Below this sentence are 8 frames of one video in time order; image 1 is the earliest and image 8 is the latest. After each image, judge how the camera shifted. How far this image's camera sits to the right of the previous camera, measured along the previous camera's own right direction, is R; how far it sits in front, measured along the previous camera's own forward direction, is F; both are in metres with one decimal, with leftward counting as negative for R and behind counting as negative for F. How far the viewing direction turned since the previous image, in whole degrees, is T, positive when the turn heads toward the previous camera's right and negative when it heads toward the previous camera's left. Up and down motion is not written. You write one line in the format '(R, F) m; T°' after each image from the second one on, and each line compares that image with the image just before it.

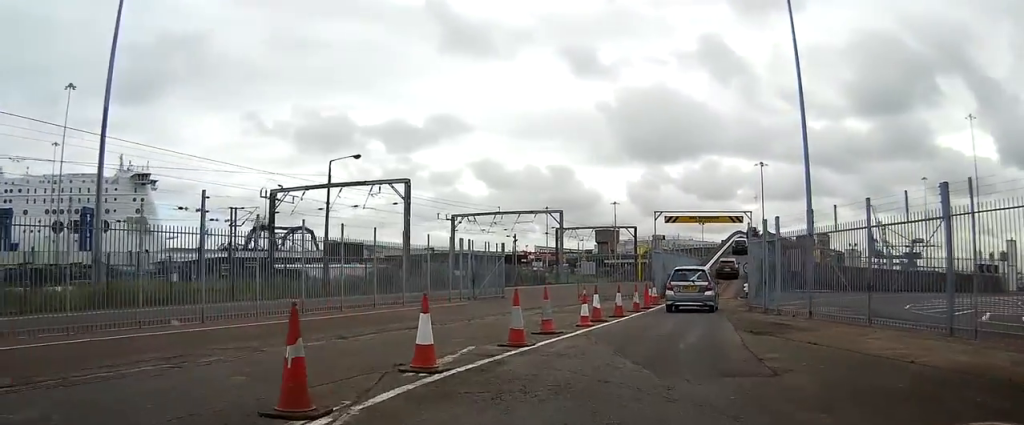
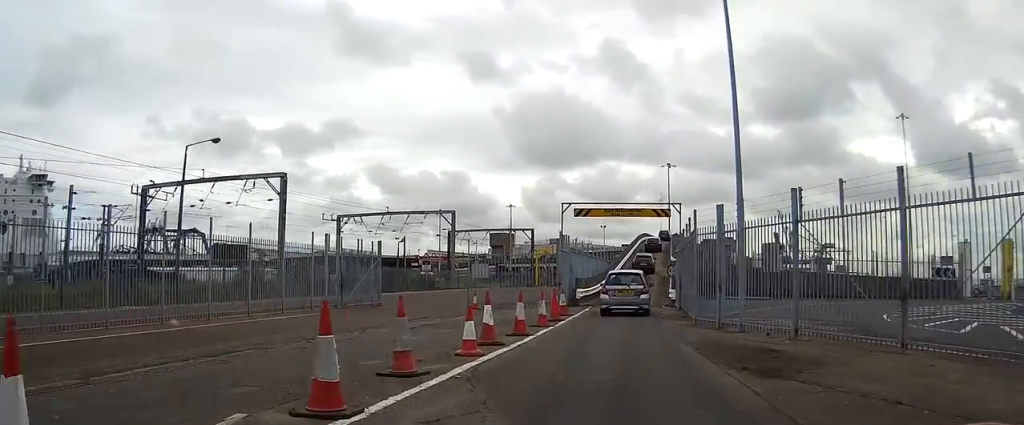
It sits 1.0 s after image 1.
(+0.1, +6.7) m; +3°
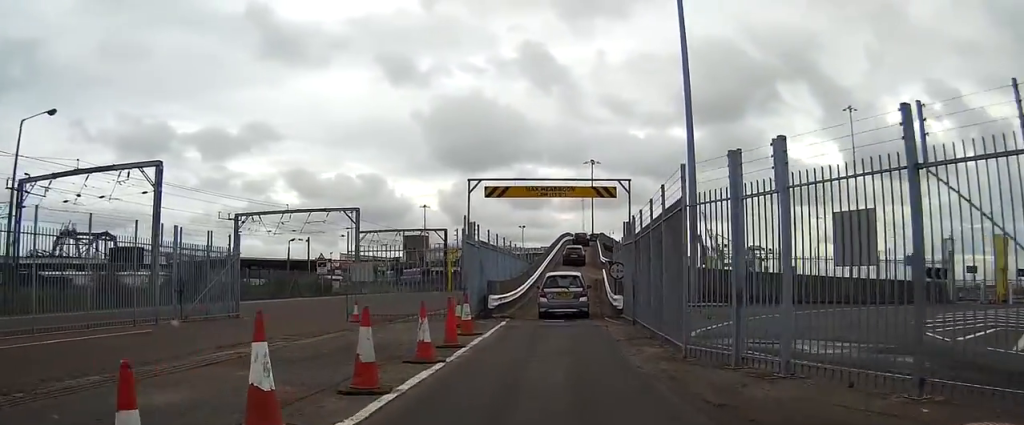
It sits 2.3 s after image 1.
(+0.4, +8.0) m; +7°
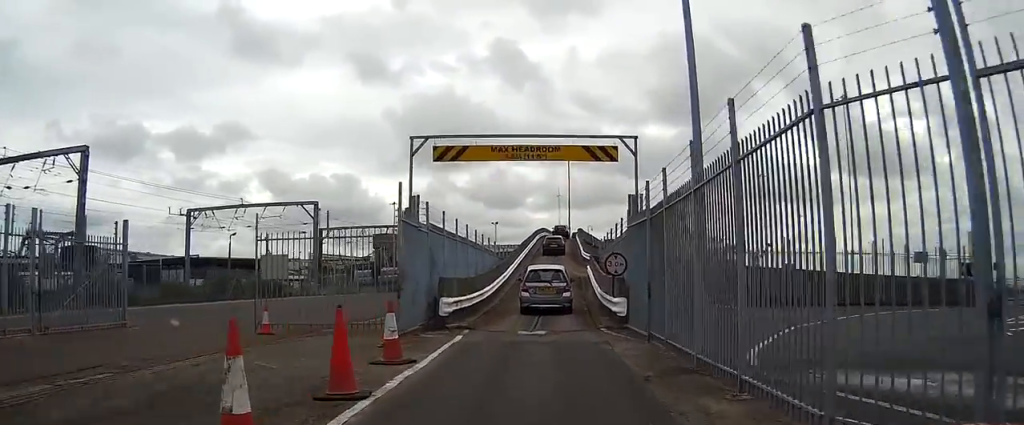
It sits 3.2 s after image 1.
(+0.3, +6.2) m; +3°
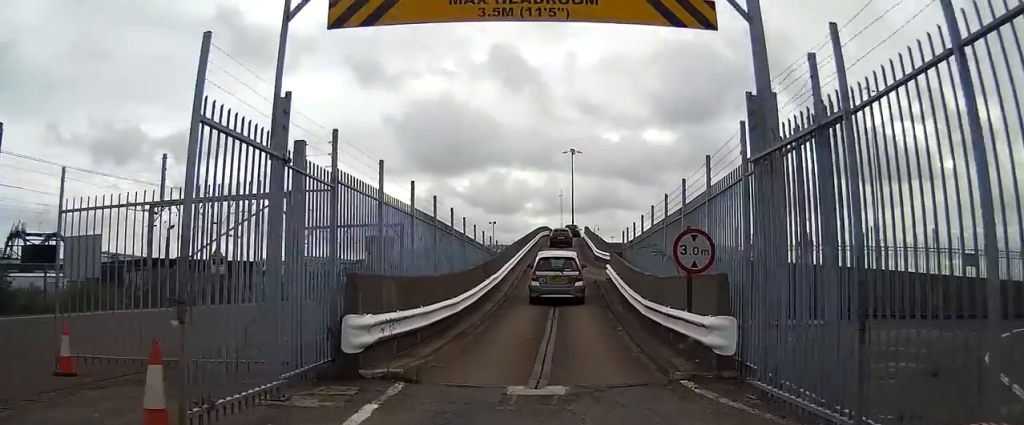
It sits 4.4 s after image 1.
(0.0, +8.9) m; +1°
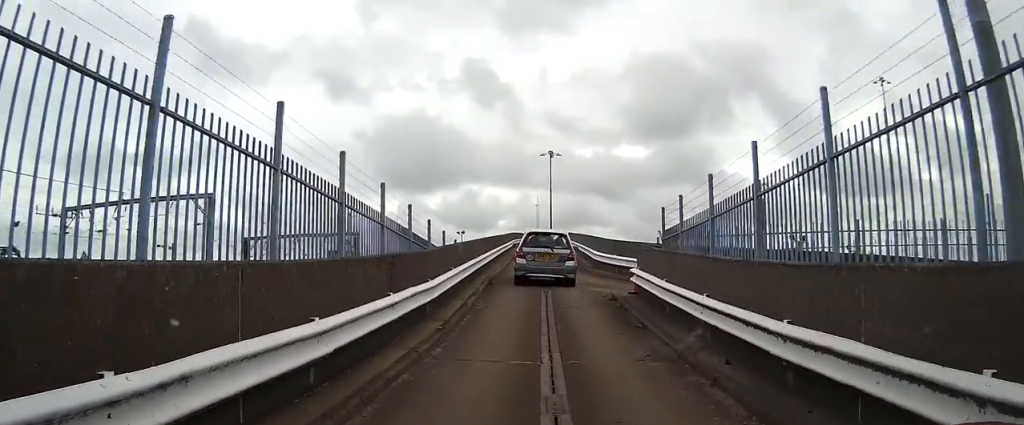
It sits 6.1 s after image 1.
(+0.2, +12.6) m; +3°
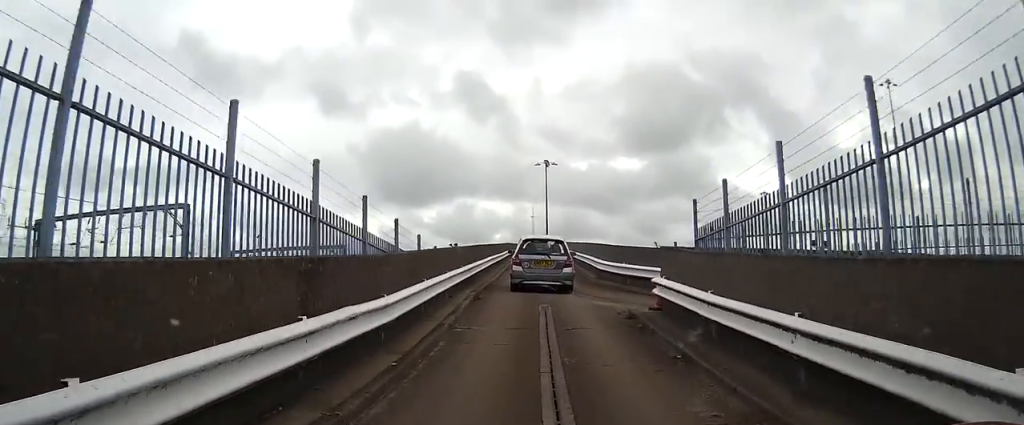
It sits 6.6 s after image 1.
(0.0, +3.7) m; 0°
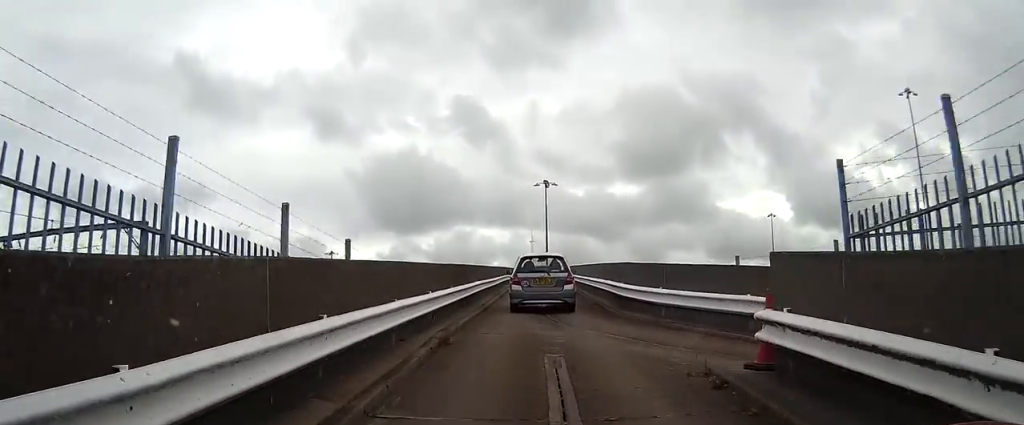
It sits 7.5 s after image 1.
(0.0, +6.2) m; +1°
